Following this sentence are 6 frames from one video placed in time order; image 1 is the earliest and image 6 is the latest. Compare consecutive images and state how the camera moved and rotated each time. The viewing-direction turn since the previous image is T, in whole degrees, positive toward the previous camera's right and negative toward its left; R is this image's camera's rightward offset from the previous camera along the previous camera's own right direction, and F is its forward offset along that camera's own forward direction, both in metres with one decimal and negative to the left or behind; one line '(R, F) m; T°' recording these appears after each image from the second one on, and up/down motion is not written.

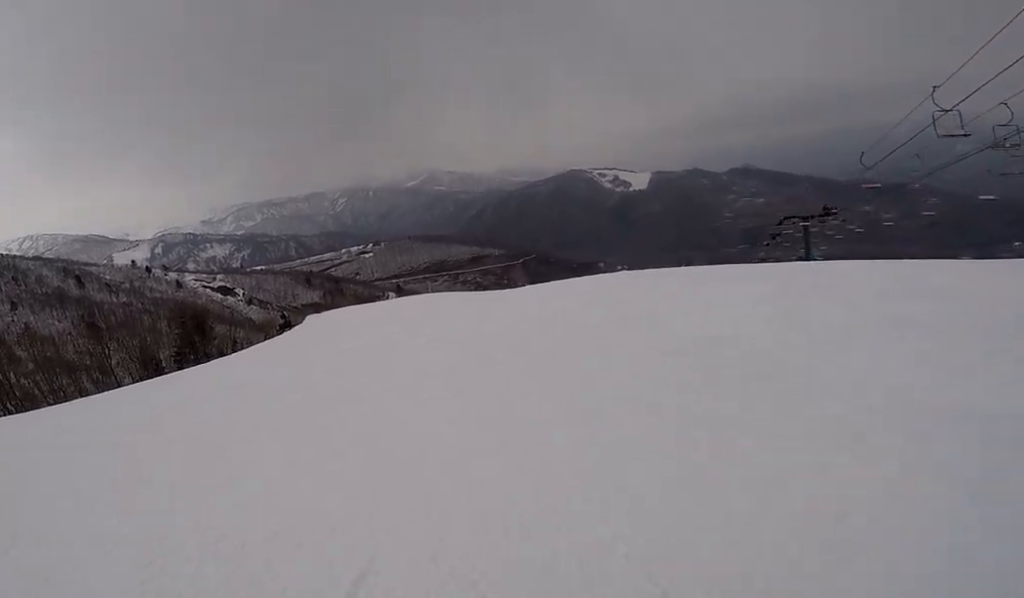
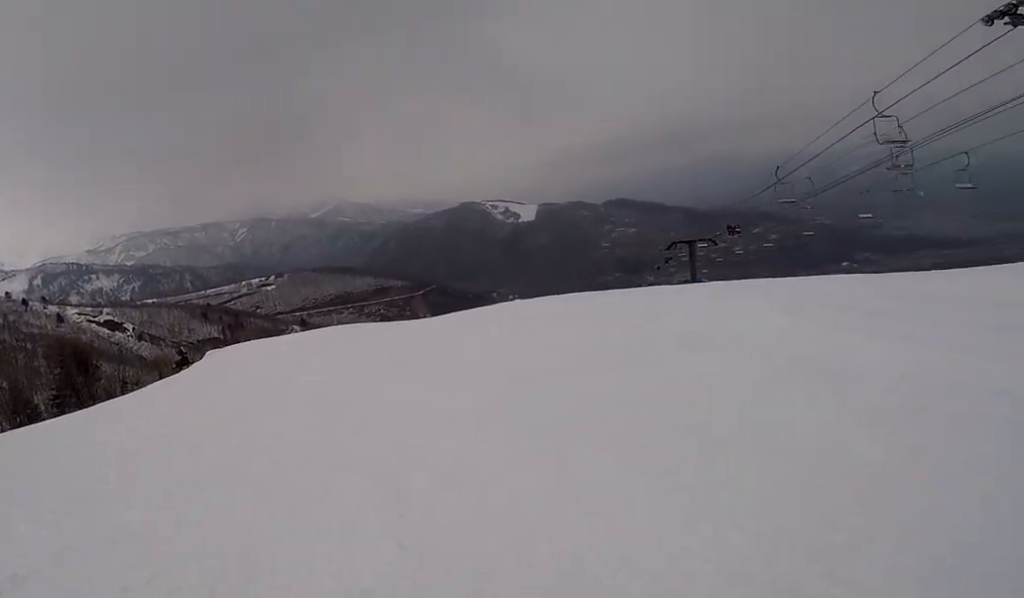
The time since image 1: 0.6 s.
(+0.5, +3.4) m; +10°
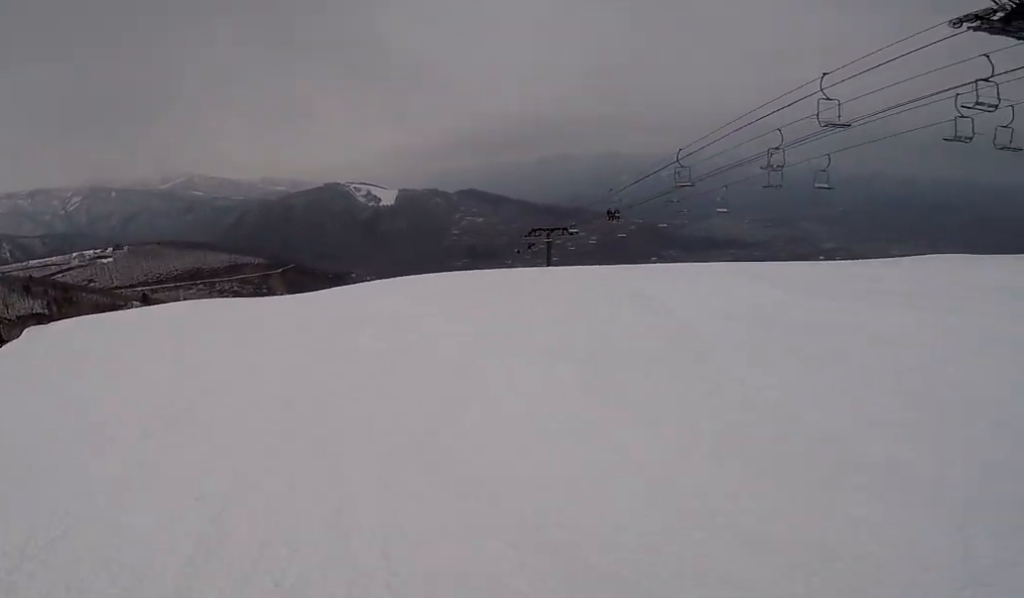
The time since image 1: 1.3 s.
(+0.4, +4.1) m; +16°
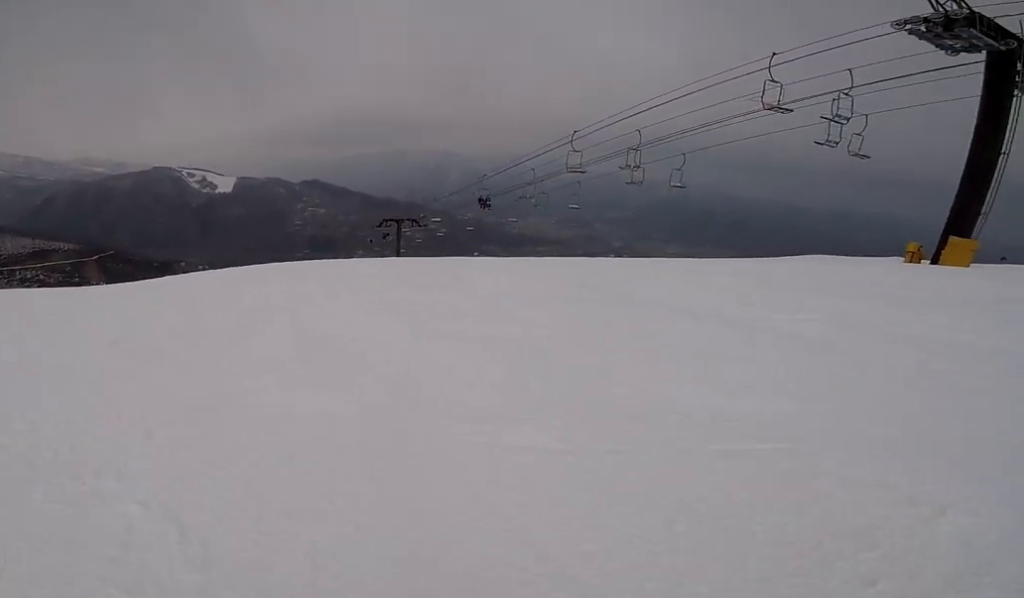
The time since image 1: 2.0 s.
(+0.4, +4.7) m; +21°
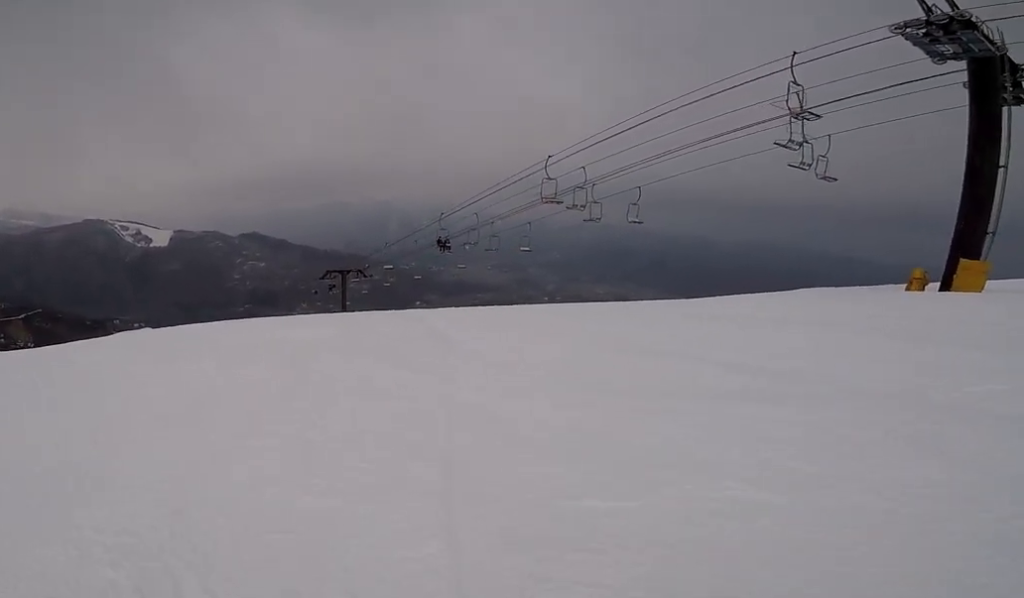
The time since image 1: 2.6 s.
(+1.0, +3.4) m; +20°
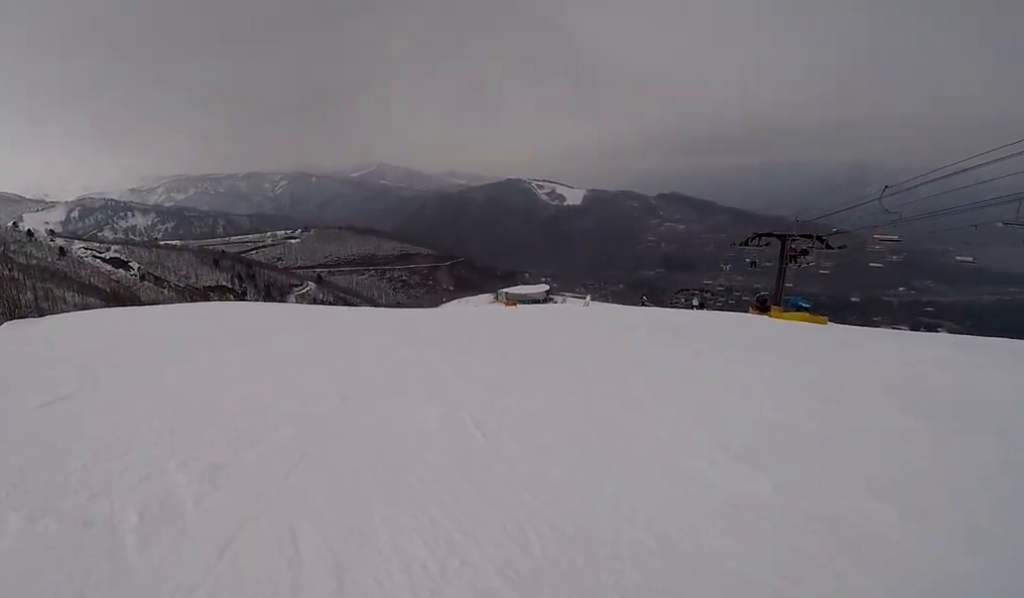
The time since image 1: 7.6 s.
(-1.6, +20.8) m; -66°
